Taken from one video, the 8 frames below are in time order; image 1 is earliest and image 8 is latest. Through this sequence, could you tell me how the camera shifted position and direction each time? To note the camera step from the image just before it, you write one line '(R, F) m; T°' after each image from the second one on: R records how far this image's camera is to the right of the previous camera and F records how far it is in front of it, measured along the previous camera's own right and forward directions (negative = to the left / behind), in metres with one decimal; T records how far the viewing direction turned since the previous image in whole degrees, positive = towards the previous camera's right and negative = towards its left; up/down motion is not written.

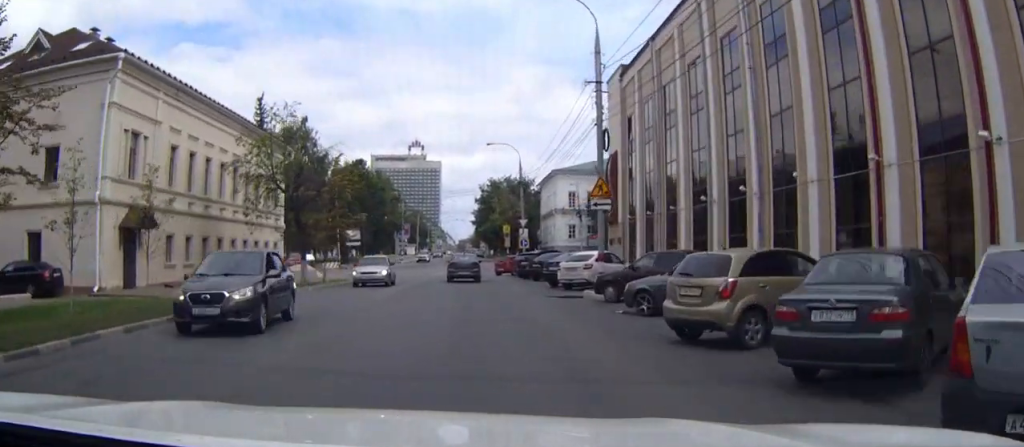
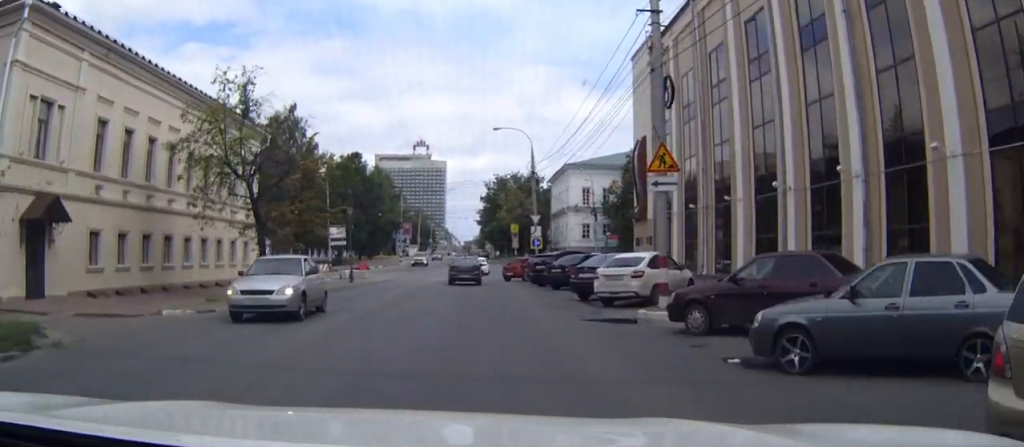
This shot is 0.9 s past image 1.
(0.0, +8.6) m; 0°
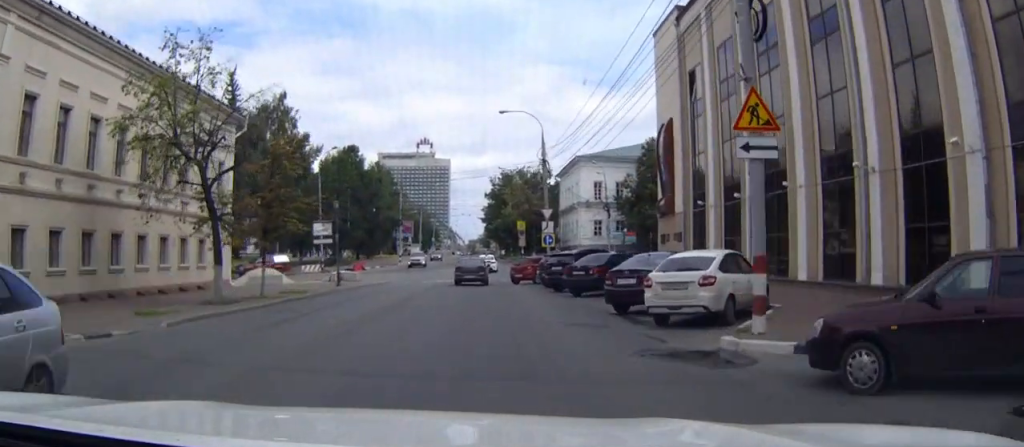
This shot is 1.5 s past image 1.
(0.0, +6.2) m; +1°
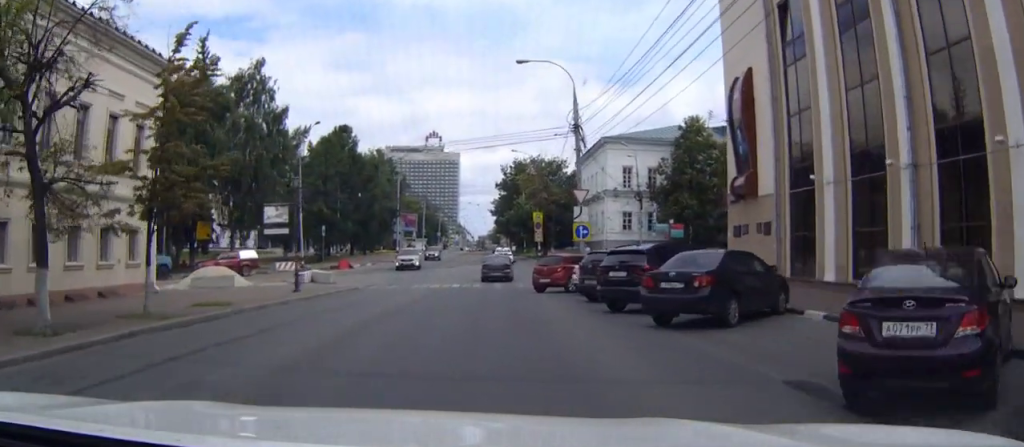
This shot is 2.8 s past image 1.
(+0.3, +11.7) m; +2°
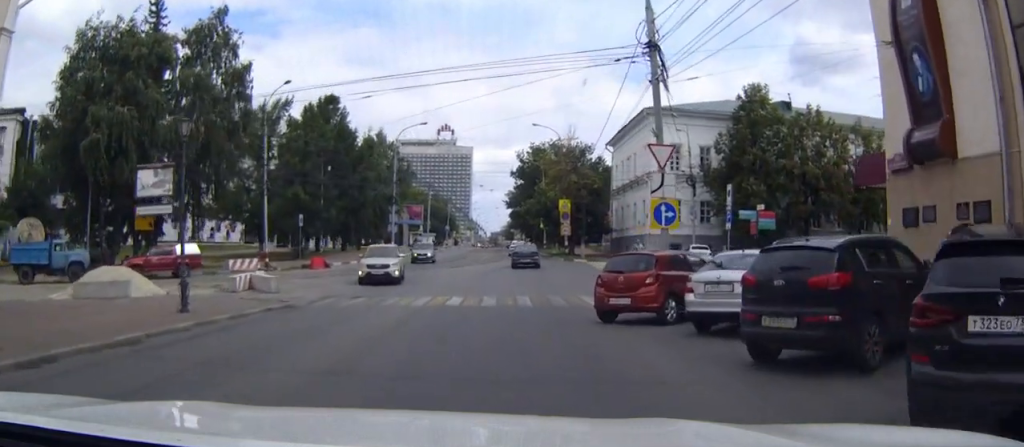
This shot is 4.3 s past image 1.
(+0.2, +13.0) m; -1°
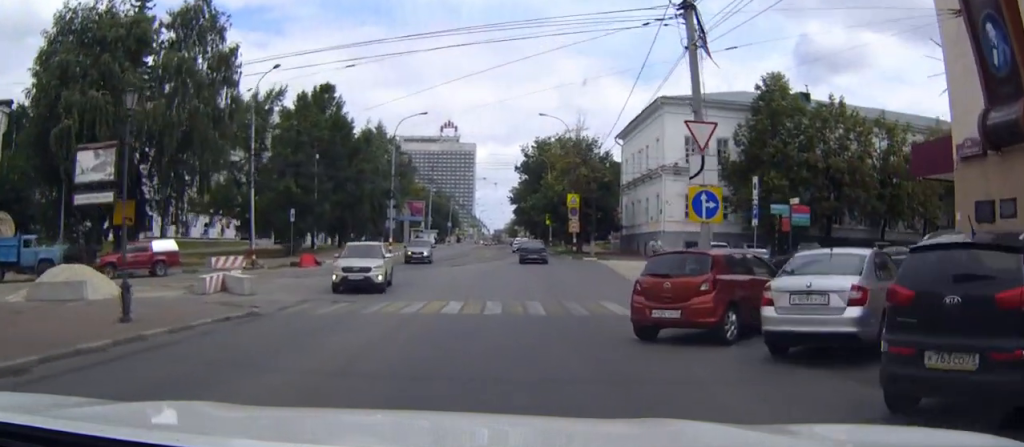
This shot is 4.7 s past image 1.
(-0.1, +3.4) m; -1°
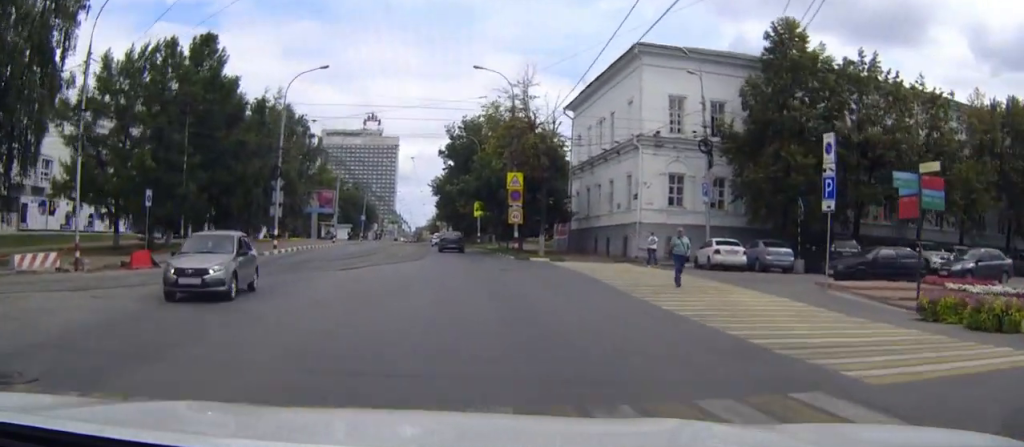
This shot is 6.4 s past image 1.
(-0.1, +14.5) m; +3°
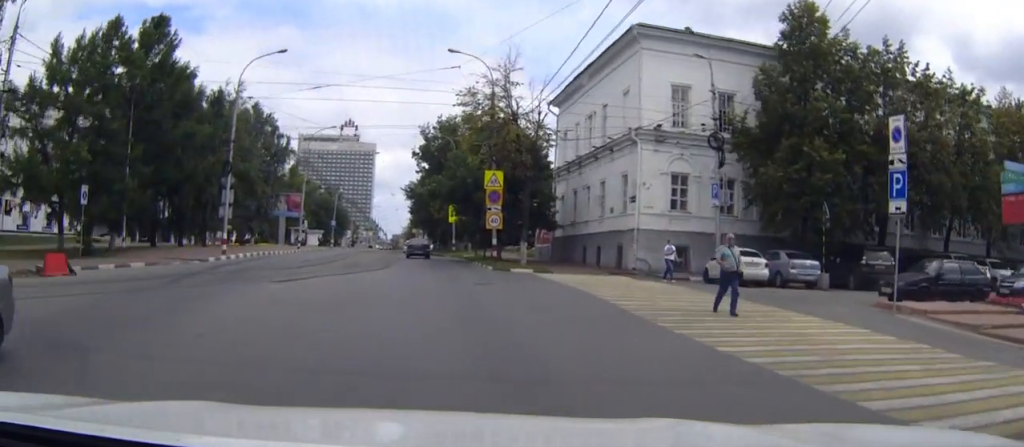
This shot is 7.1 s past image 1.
(+0.2, +5.4) m; +2°
